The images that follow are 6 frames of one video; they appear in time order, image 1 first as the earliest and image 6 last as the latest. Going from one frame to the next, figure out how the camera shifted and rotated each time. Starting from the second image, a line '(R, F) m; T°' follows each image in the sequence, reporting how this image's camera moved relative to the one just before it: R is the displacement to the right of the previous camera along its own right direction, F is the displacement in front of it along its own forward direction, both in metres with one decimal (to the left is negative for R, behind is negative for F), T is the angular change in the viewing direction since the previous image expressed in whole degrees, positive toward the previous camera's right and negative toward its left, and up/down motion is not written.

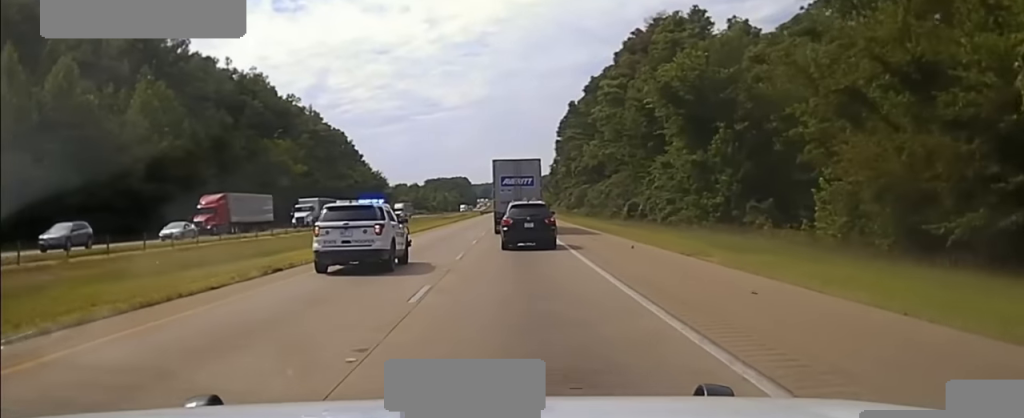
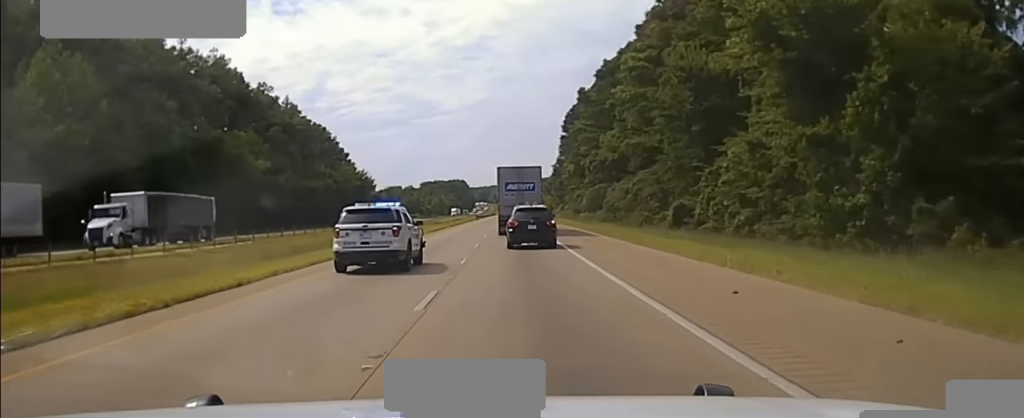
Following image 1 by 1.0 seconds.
(-0.2, +24.1) m; +1°
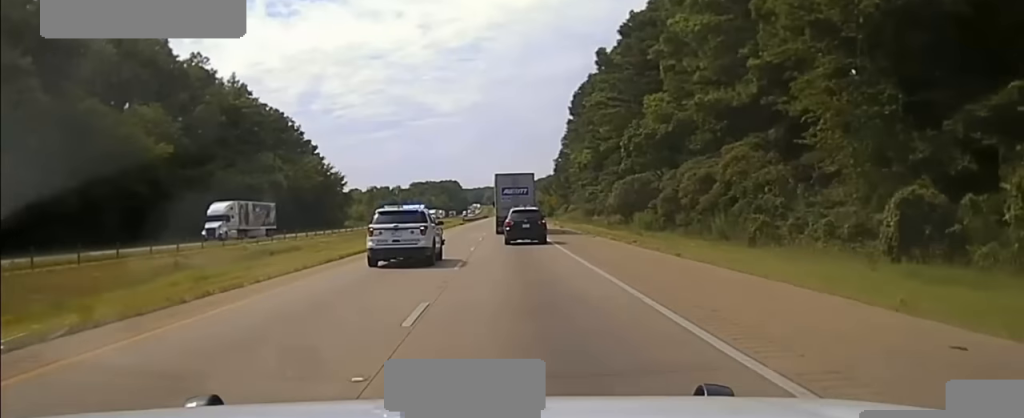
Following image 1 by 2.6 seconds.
(+0.8, +39.0) m; +1°
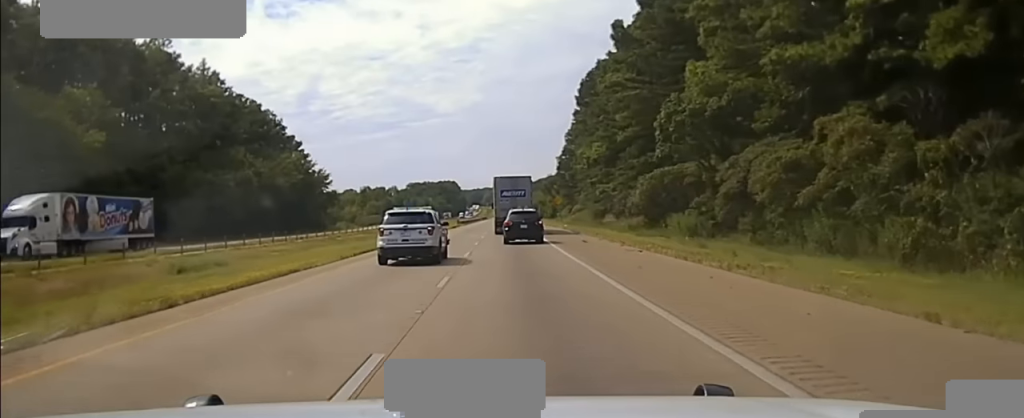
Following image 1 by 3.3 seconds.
(-0.3, +18.0) m; -1°
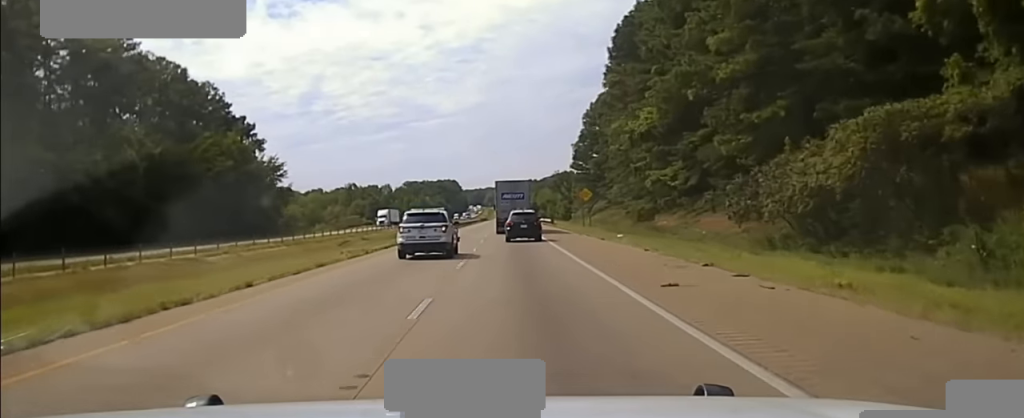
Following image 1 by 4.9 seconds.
(-0.2, +43.3) m; 0°
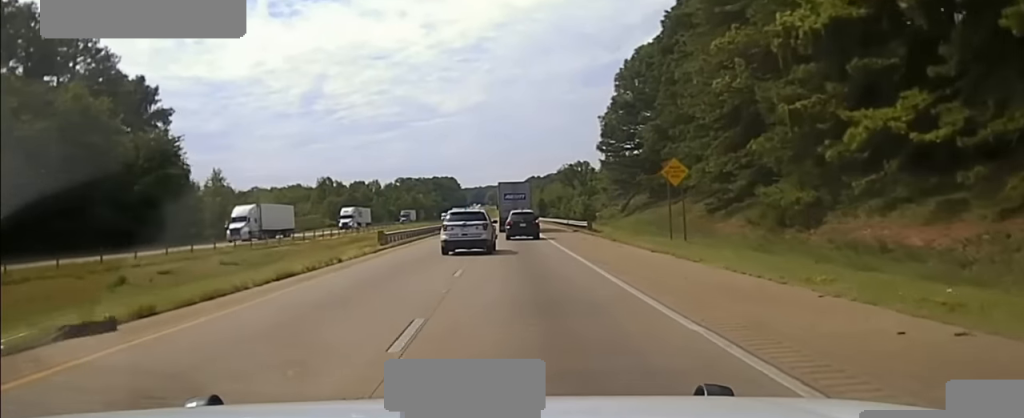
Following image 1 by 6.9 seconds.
(-0.1, +52.1) m; -1°
